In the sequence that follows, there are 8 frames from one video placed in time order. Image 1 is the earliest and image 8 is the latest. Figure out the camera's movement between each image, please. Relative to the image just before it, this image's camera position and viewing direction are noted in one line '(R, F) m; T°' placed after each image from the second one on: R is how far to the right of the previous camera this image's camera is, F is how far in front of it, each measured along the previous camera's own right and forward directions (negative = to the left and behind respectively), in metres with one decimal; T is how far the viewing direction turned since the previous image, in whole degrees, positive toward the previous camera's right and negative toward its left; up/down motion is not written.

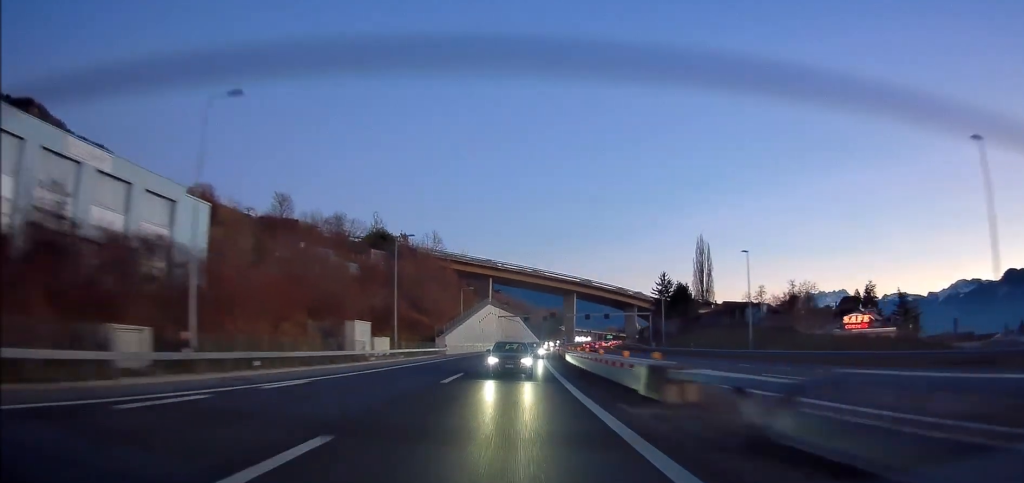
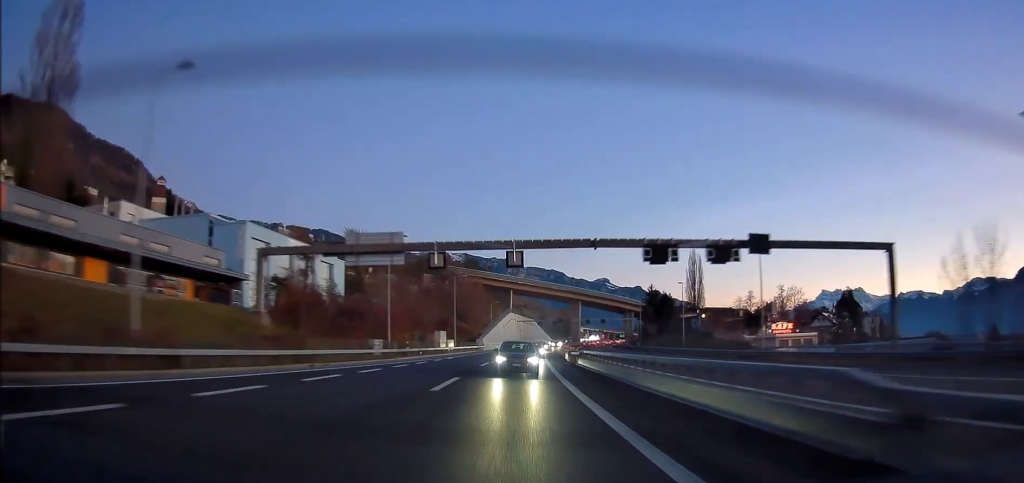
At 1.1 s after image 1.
(-0.4, +32.7) m; -2°
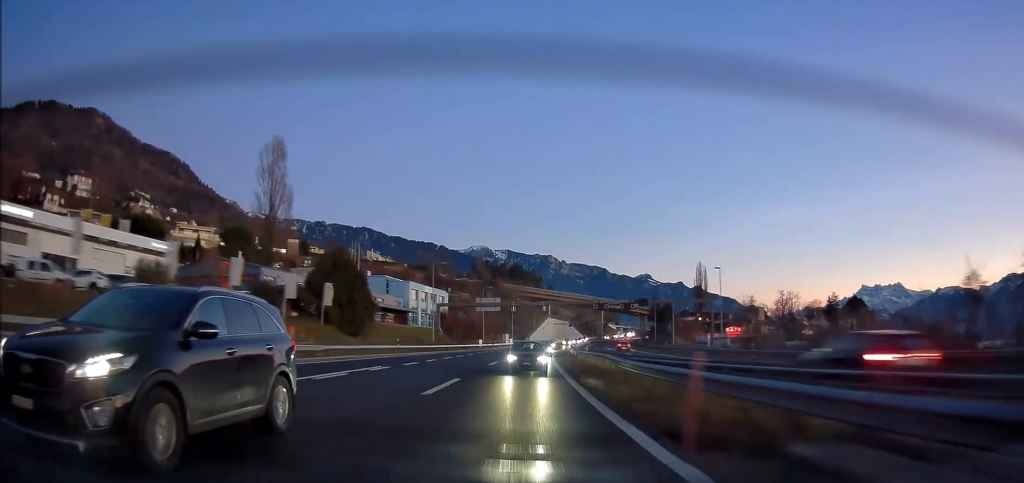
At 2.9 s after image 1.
(-1.8, +54.6) m; -4°
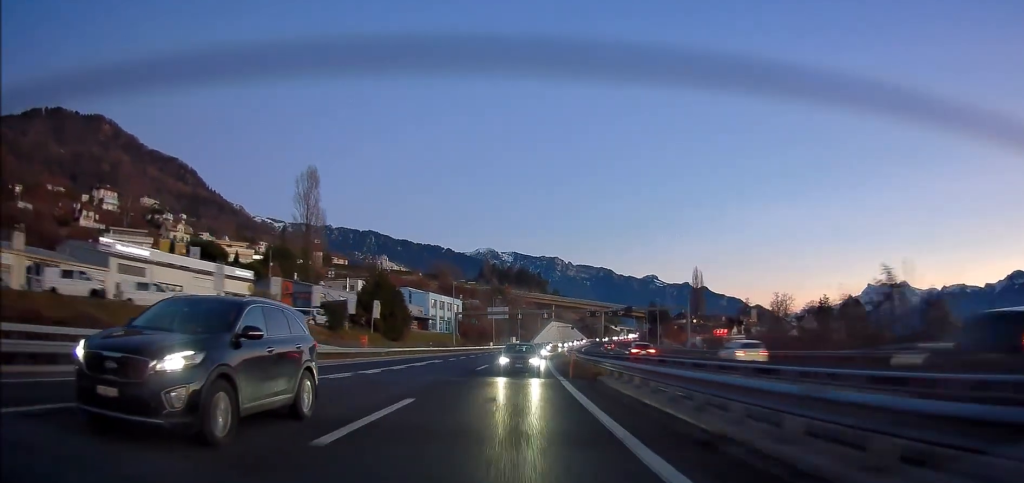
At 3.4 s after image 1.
(-0.3, +17.0) m; -2°
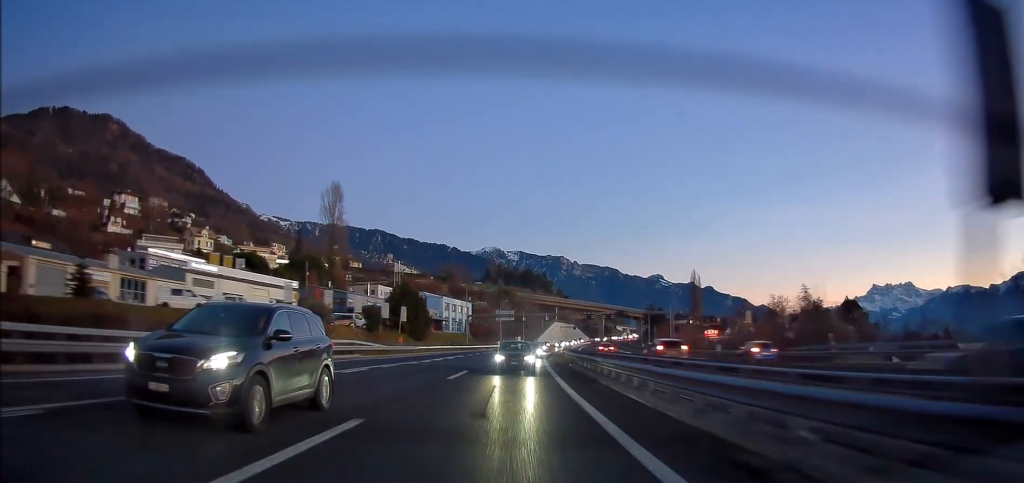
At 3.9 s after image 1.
(-0.2, +13.8) m; -1°
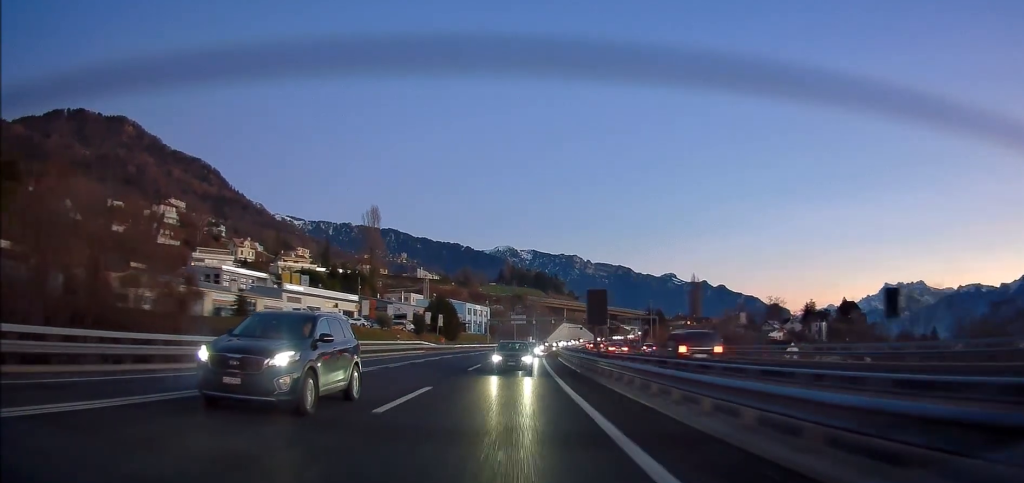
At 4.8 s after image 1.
(-0.3, +25.6) m; -1°
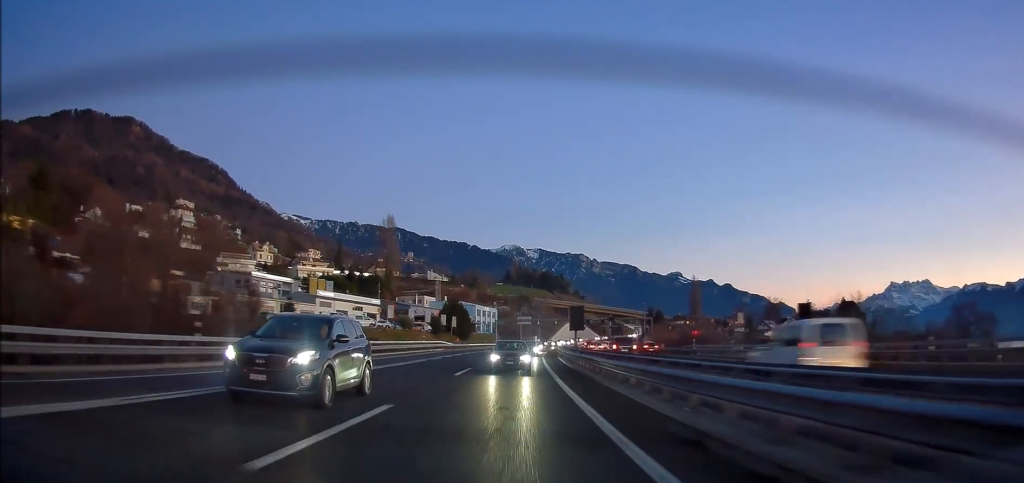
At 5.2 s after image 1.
(+0.1, +12.7) m; 0°
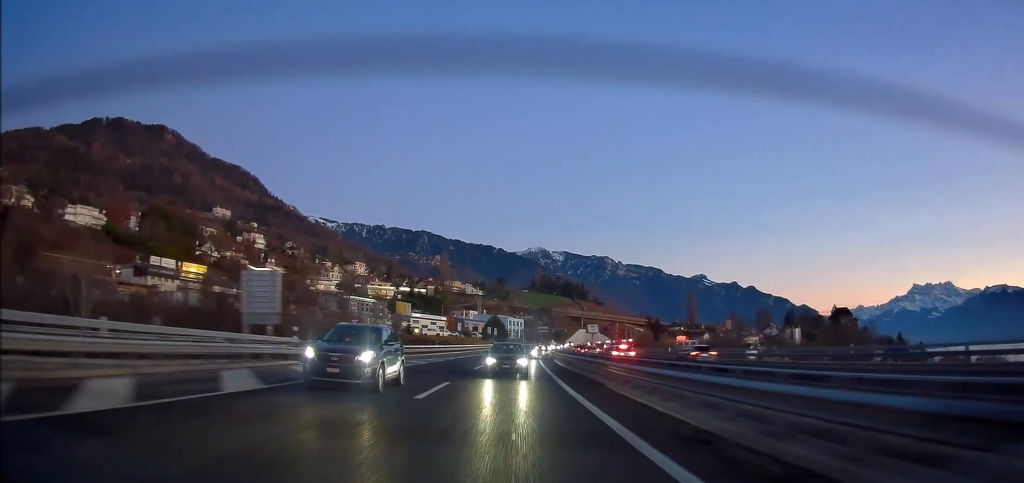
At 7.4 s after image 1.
(-1.6, +62.9) m; -2°
